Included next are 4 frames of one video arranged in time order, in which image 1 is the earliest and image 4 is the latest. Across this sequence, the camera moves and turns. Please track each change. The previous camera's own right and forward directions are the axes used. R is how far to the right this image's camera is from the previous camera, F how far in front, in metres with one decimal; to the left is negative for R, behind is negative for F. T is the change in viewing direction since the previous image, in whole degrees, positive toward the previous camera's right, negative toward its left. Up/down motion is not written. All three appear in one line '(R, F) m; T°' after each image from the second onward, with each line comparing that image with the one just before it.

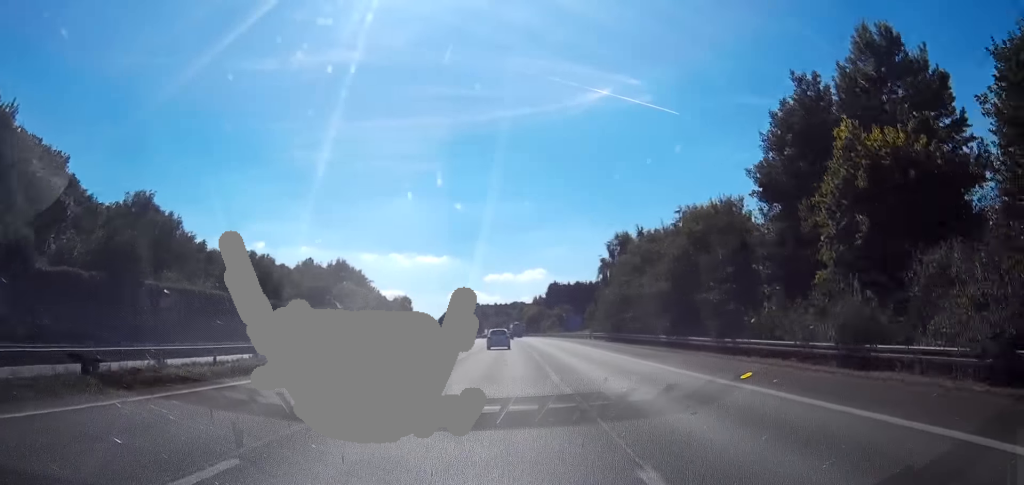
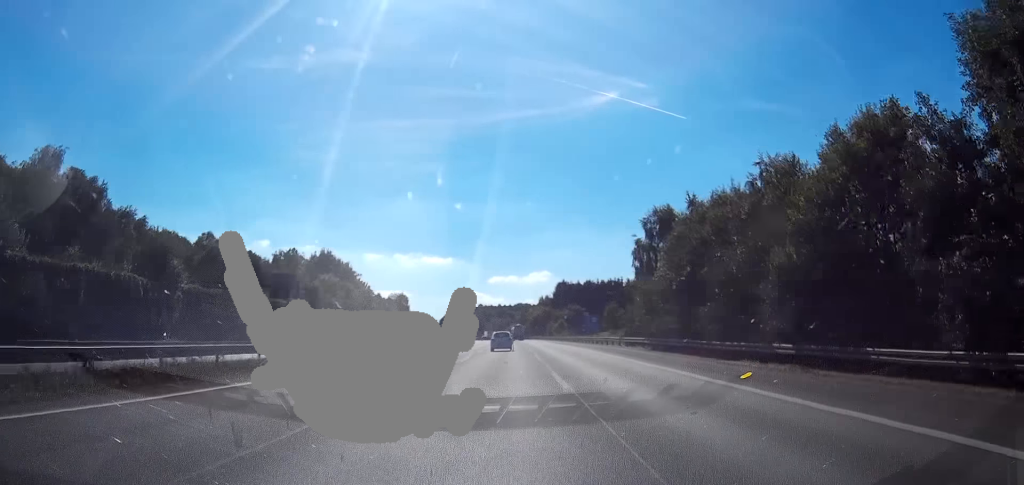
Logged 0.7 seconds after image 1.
(0.0, +20.0) m; 0°
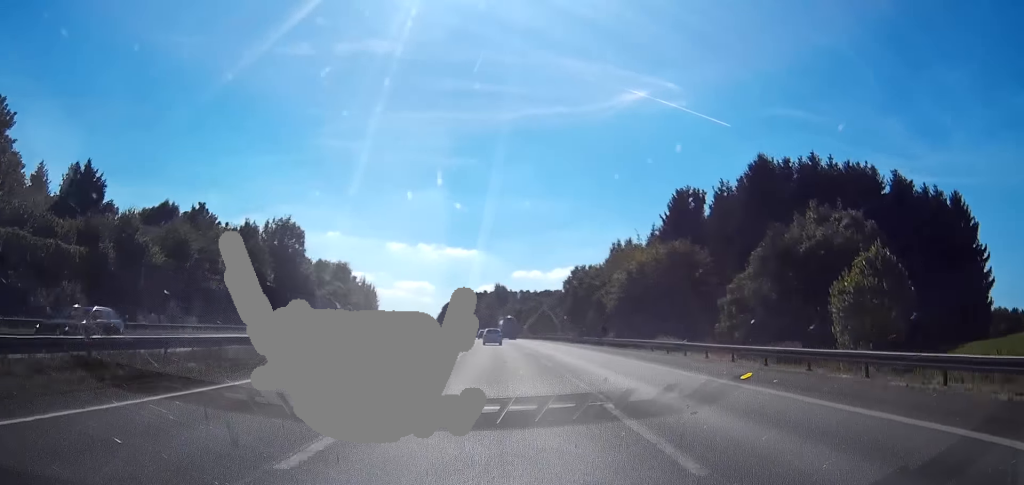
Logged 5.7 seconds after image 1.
(-3.1, +151.0) m; -3°
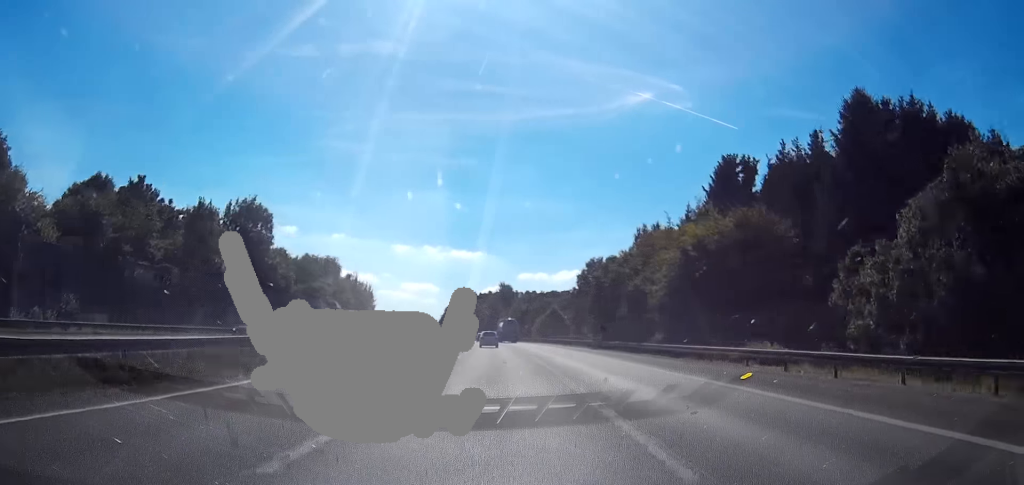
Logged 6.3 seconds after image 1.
(-0.3, +18.1) m; -1°
